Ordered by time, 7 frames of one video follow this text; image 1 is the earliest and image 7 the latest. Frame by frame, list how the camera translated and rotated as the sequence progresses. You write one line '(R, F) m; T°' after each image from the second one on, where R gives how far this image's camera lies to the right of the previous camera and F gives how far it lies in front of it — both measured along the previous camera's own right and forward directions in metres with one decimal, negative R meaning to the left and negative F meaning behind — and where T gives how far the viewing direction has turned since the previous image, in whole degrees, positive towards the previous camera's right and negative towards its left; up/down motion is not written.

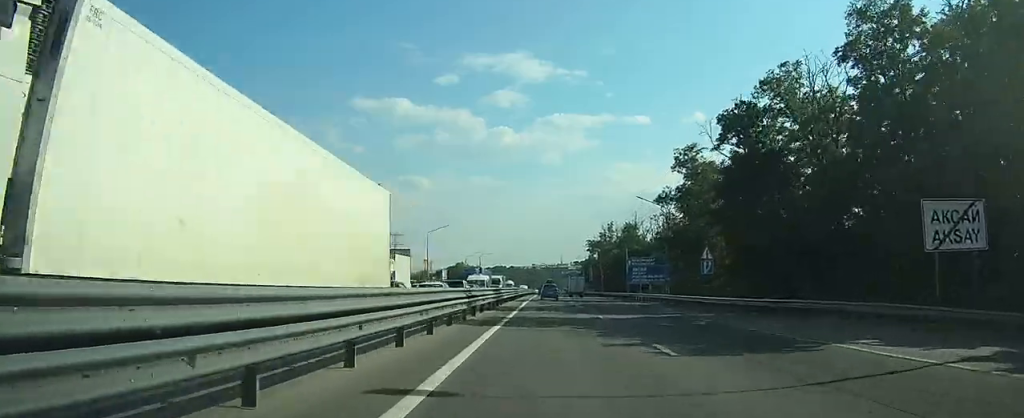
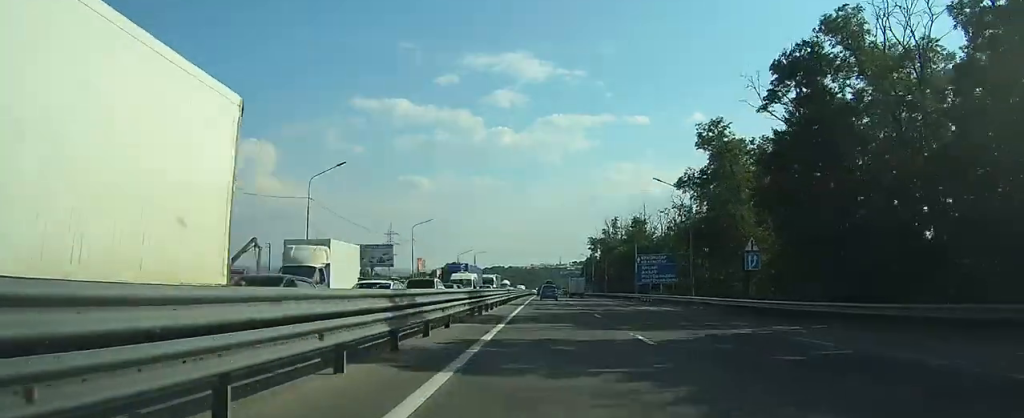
(0.0, +9.3) m; 0°
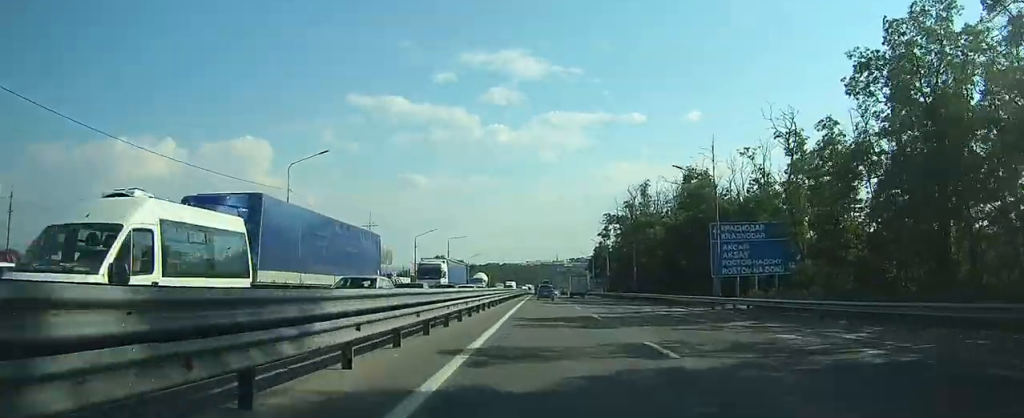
(-0.1, +37.2) m; 0°
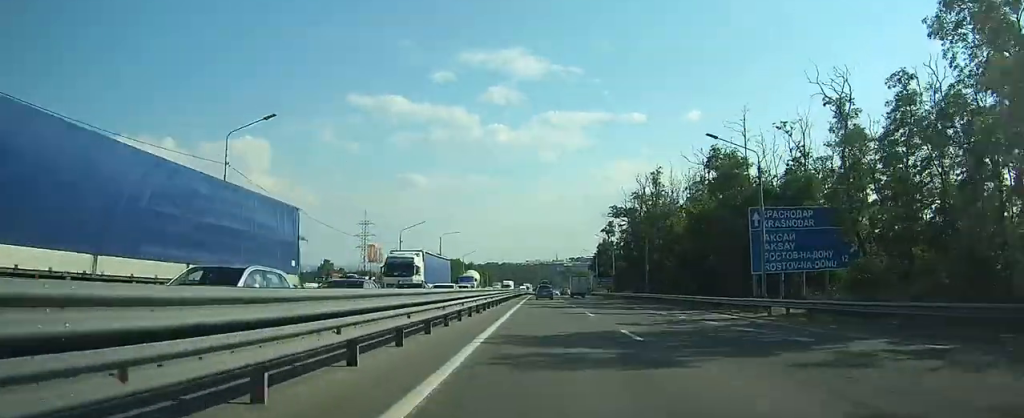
(0.0, +8.3) m; 0°
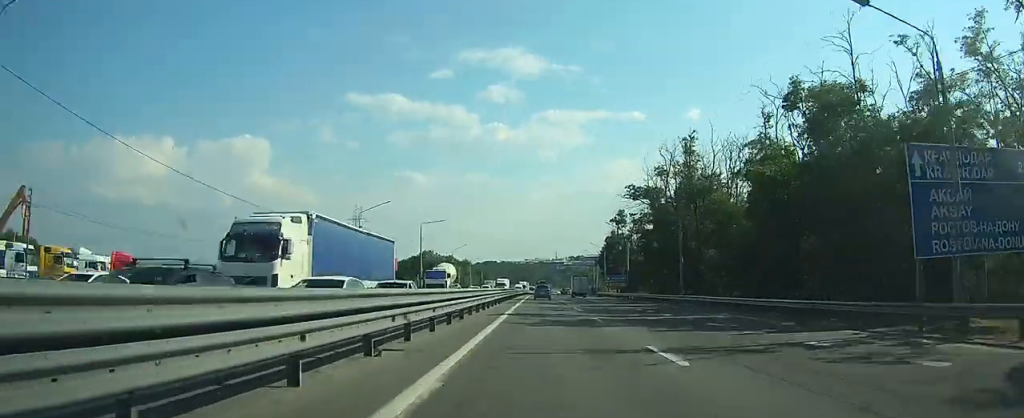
(0.0, +16.0) m; -3°
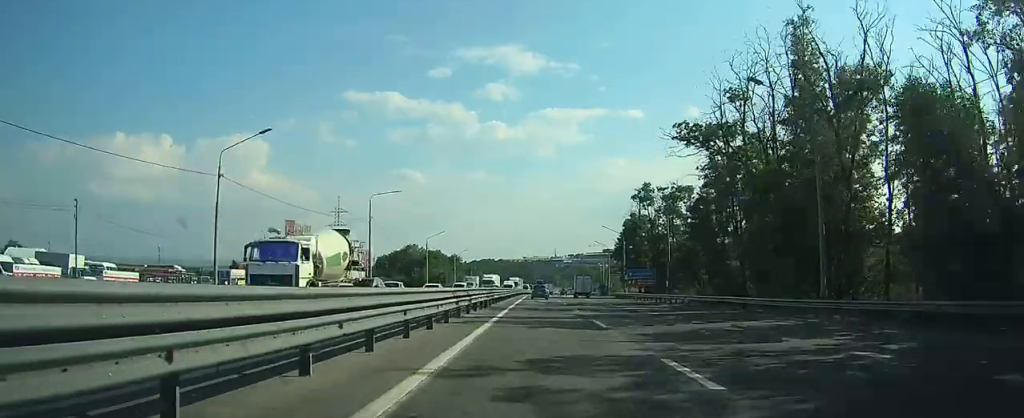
(-1.7, +24.2) m; +2°
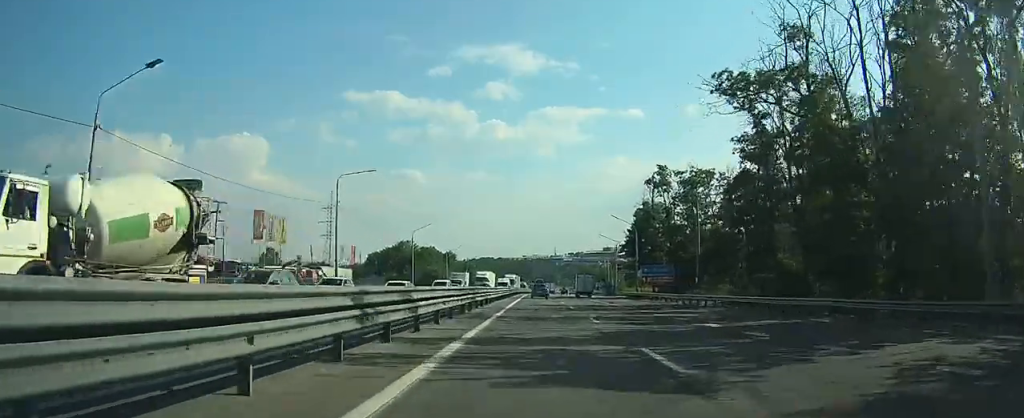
(+1.0, +10.6) m; +2°
